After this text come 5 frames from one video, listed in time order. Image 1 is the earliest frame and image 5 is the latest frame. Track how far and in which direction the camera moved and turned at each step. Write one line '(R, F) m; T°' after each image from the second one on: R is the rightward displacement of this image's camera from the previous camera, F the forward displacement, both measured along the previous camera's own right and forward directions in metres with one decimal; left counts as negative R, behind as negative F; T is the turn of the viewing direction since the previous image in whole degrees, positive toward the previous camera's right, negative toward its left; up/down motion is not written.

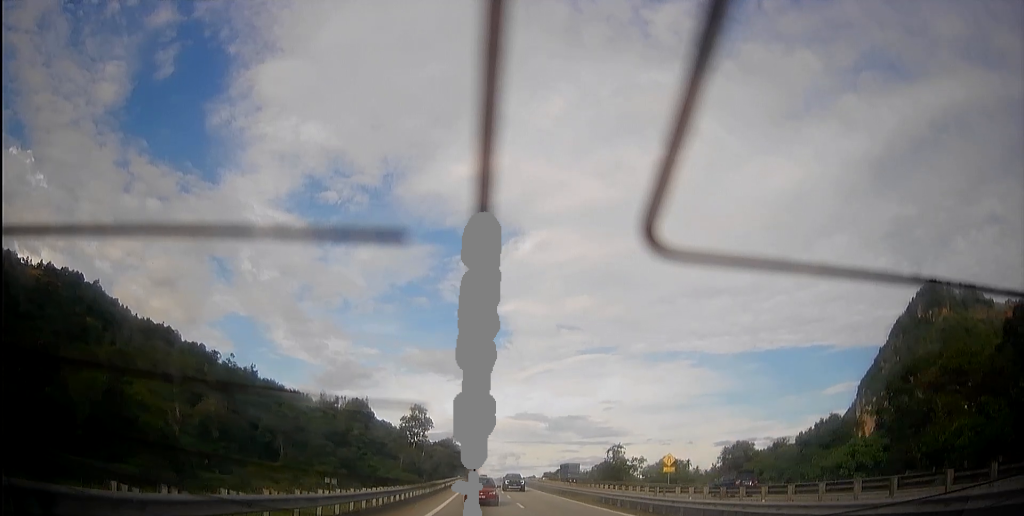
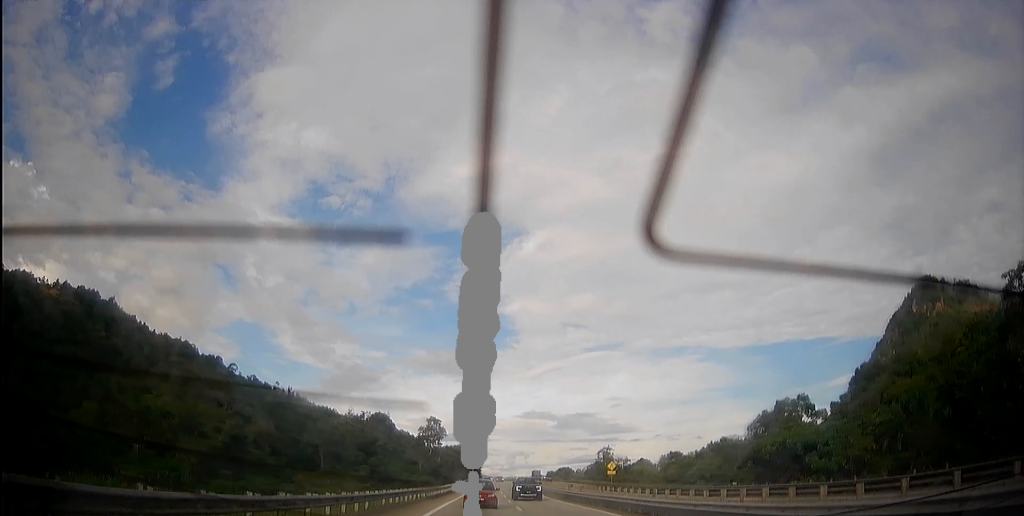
(+0.2, +35.8) m; +1°
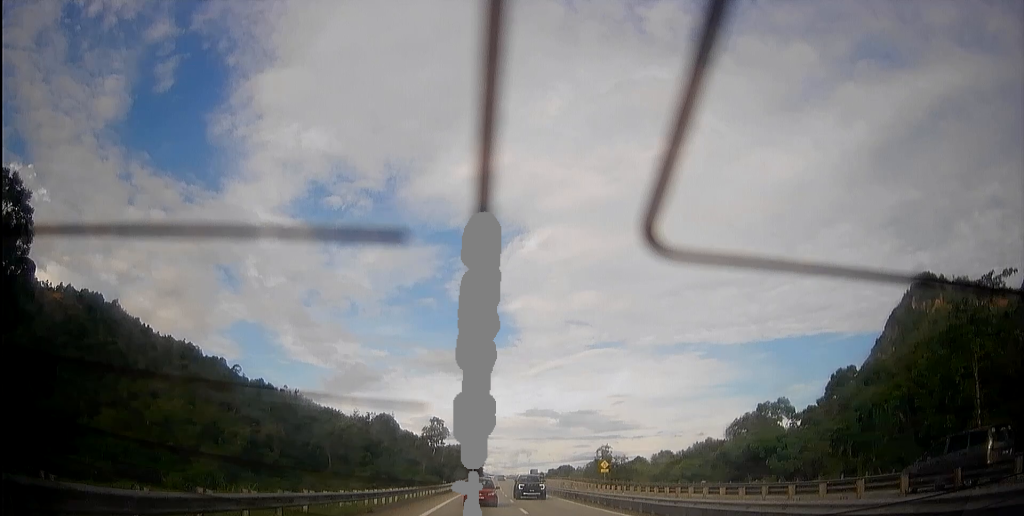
(0.0, +7.6) m; 0°
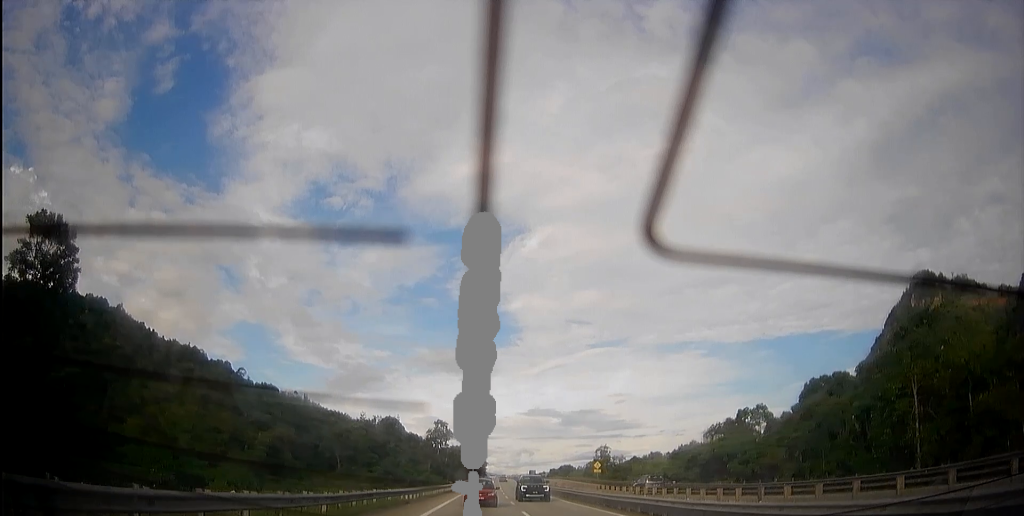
(0.0, +9.6) m; 0°
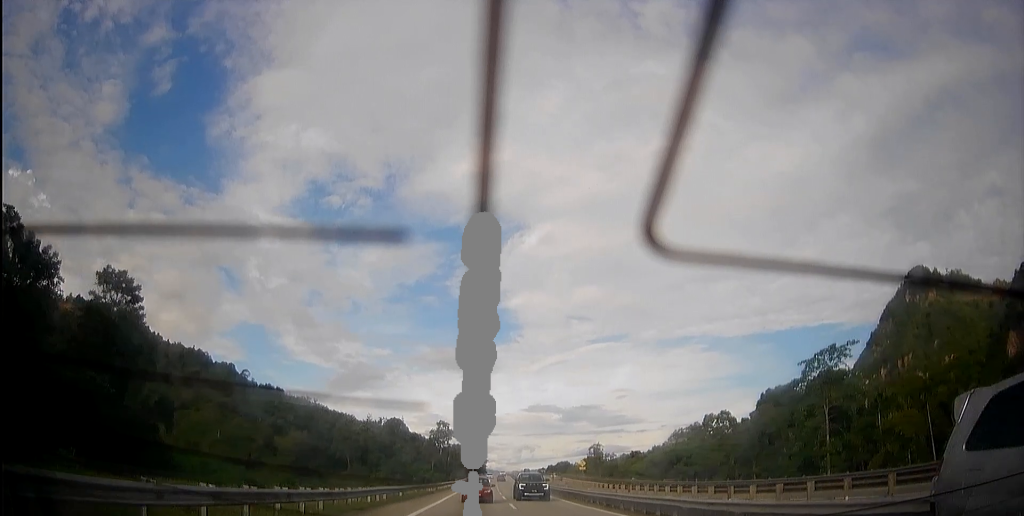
(0.0, +17.3) m; 0°
